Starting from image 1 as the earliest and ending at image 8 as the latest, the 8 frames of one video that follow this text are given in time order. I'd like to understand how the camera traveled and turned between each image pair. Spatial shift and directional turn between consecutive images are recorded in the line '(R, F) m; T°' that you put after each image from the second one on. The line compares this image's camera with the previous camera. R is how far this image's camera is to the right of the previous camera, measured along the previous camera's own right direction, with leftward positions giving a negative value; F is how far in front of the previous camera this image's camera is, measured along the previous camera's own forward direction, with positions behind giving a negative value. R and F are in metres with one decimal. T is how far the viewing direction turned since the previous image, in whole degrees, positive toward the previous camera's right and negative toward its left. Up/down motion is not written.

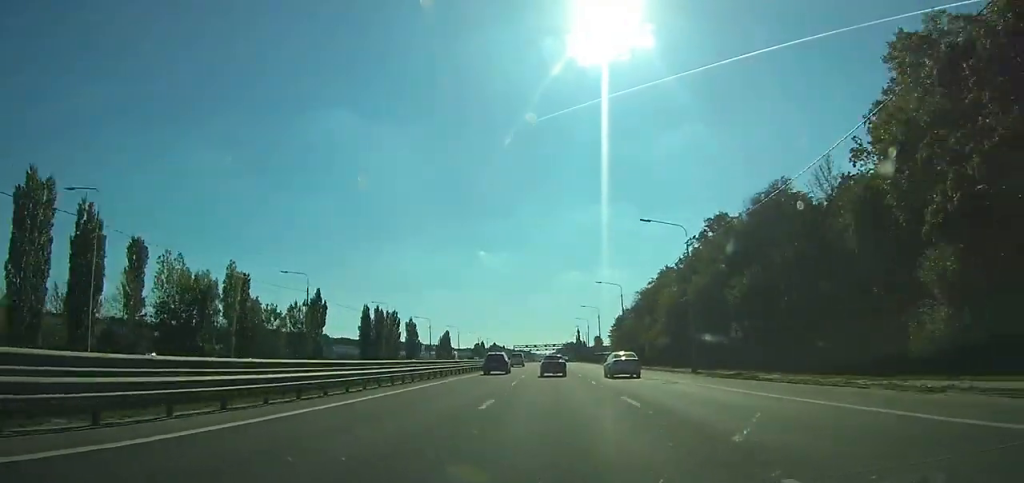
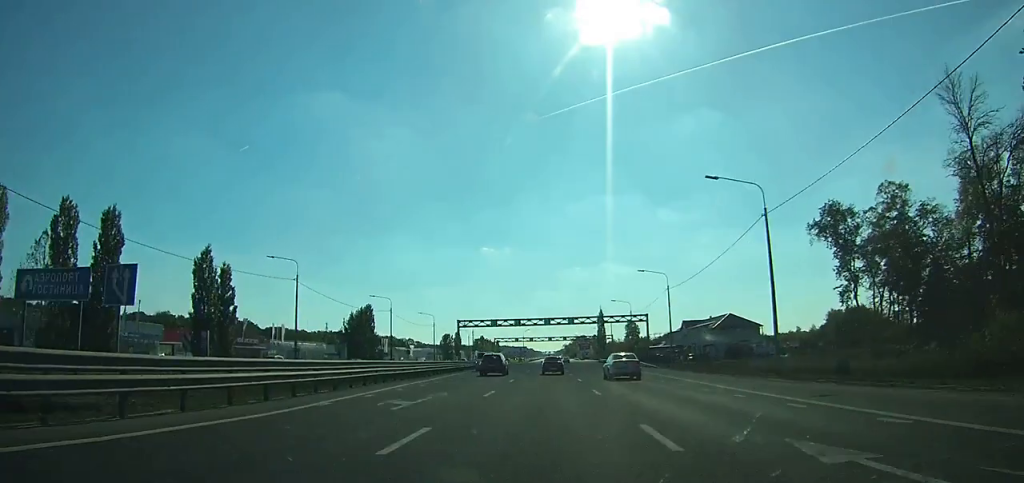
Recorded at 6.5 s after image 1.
(+0.4, +151.0) m; 0°
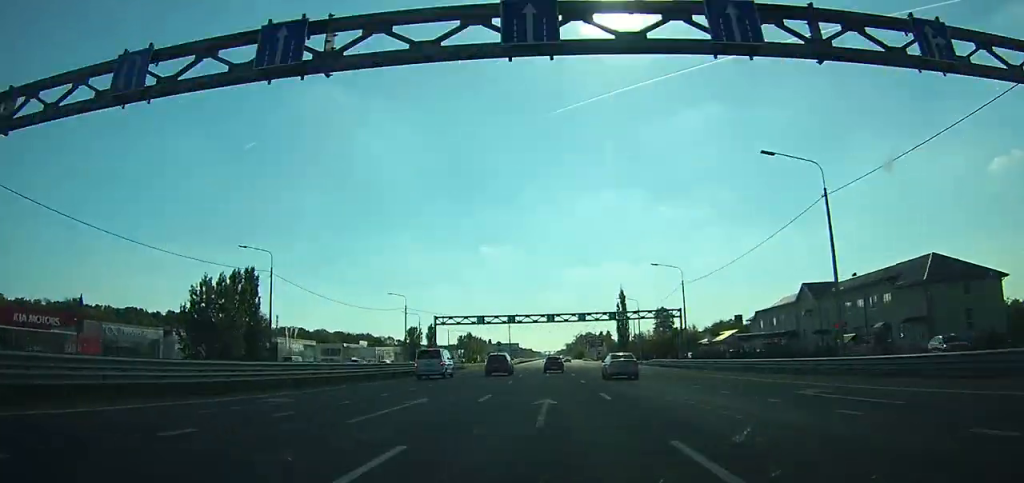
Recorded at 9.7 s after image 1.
(0.0, +71.8) m; 0°
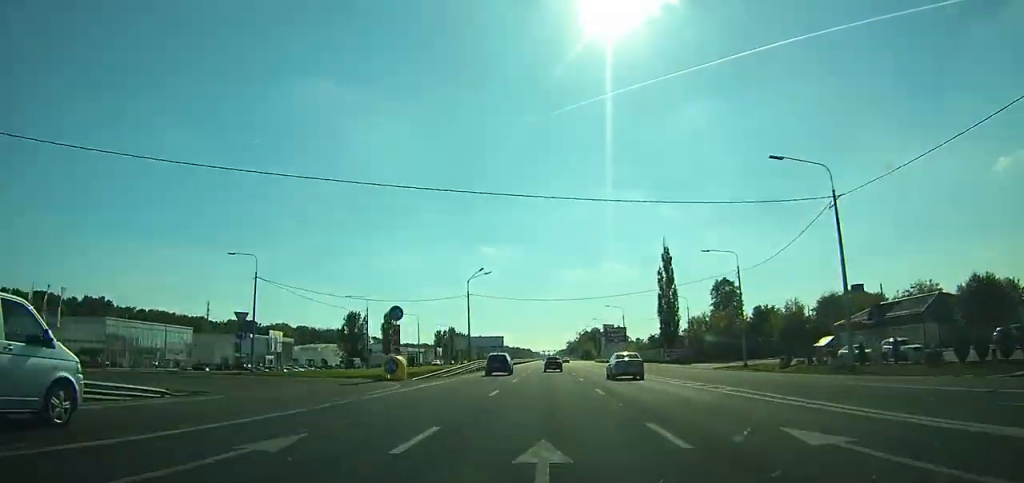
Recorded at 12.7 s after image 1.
(-0.3, +69.9) m; 0°
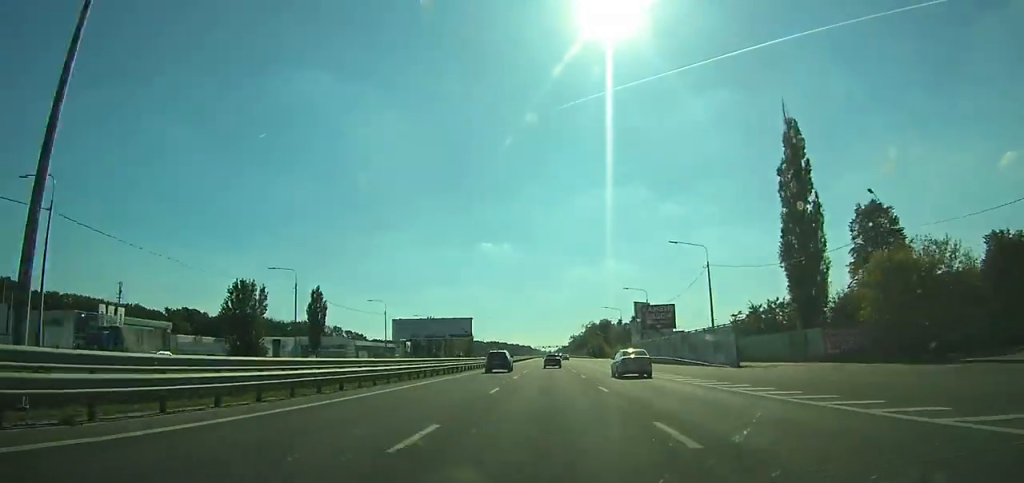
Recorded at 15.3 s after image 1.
(-0.2, +61.8) m; 0°
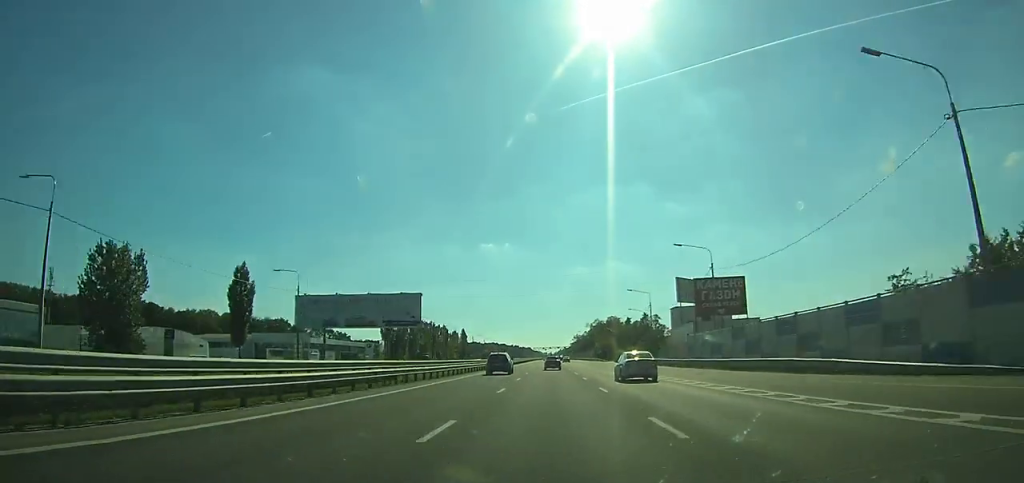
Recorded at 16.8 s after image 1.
(-0.1, +35.5) m; 0°
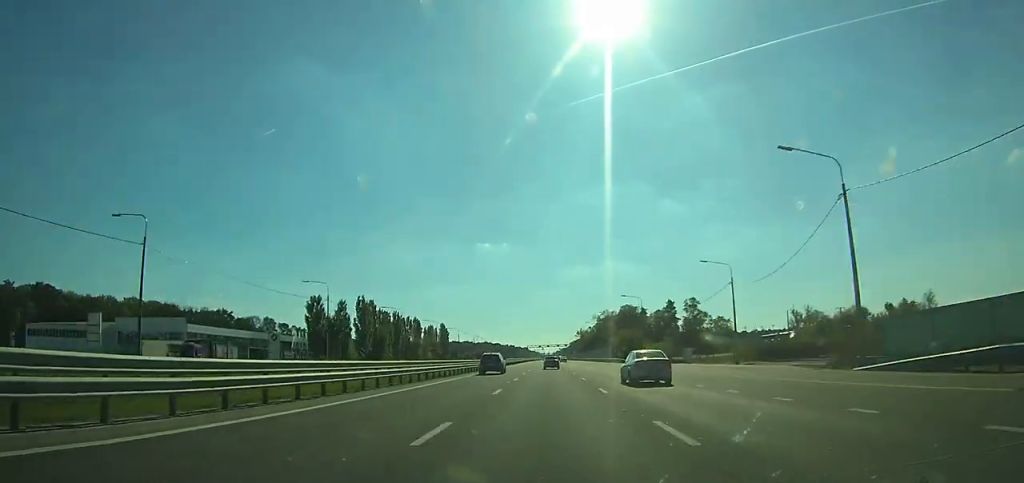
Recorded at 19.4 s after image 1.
(+0.2, +60.6) m; 0°
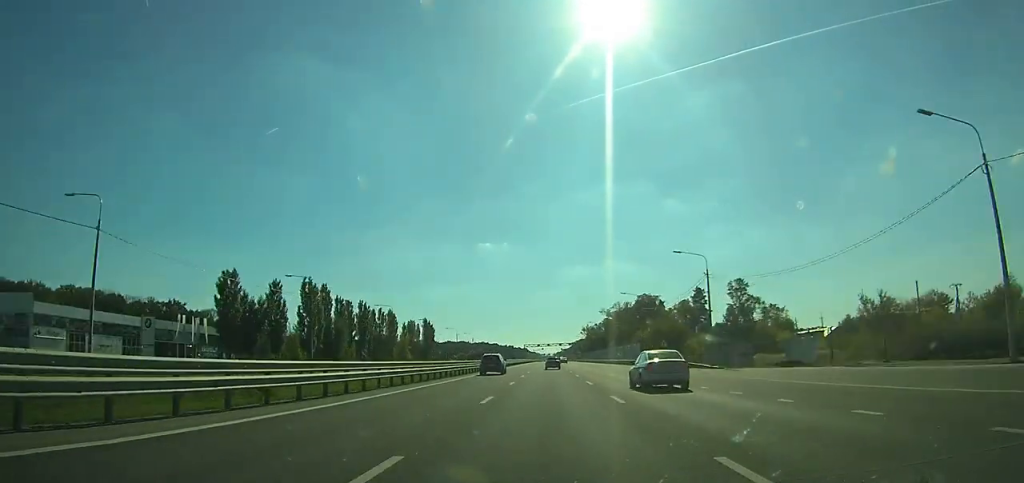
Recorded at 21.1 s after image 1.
(+0.1, +38.9) m; 0°
